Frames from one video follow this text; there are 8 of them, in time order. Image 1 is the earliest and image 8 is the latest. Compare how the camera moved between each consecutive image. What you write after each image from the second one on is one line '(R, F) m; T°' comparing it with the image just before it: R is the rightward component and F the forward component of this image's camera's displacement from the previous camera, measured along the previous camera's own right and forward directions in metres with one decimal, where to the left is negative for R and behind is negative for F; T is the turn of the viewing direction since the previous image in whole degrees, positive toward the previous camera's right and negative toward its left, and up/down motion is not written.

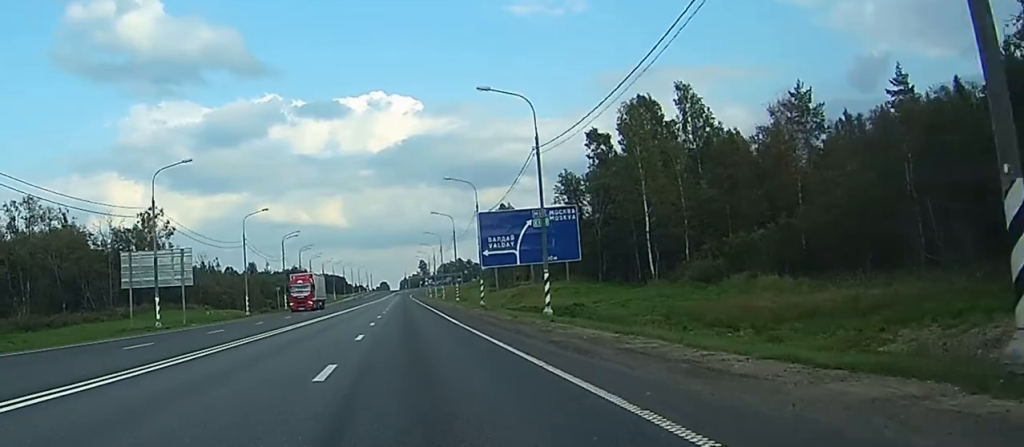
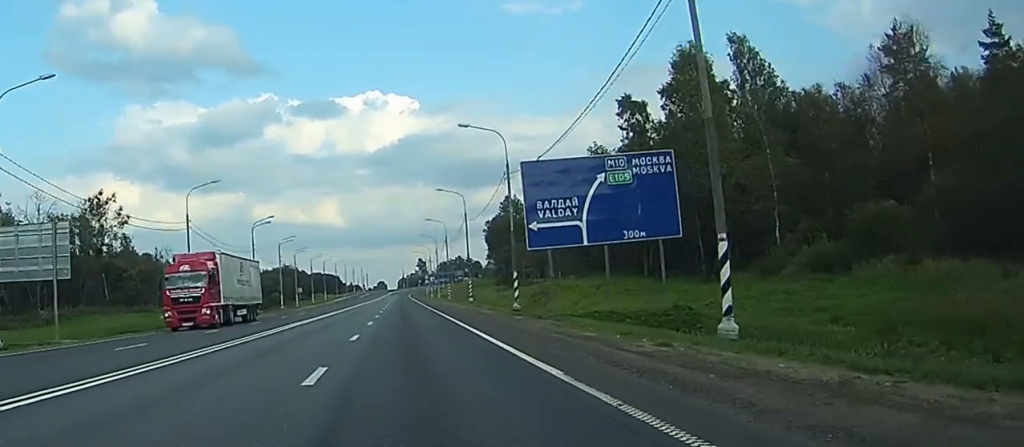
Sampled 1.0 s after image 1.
(0.0, +24.8) m; 0°
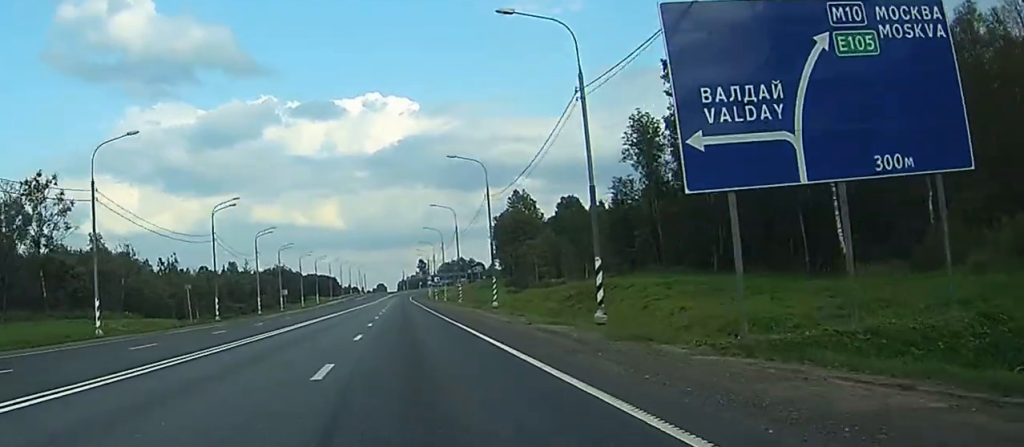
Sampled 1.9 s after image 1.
(0.0, +23.1) m; 0°
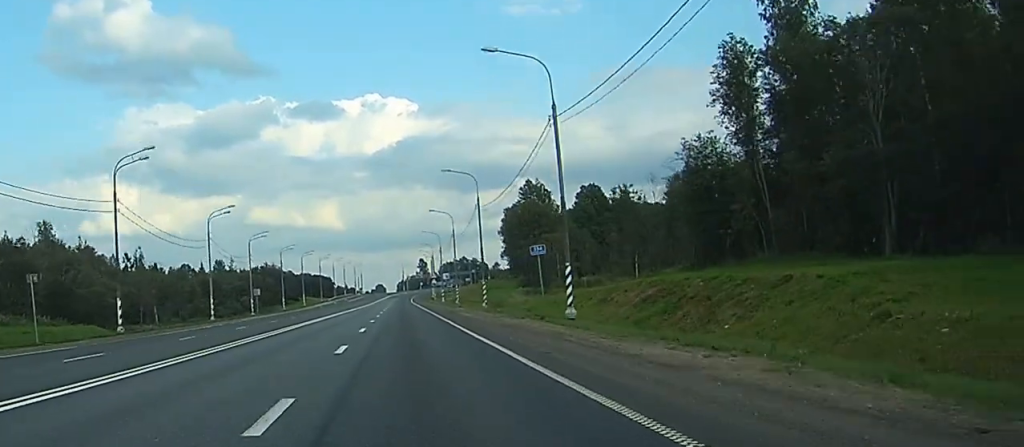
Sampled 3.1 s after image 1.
(-0.1, +29.5) m; 0°
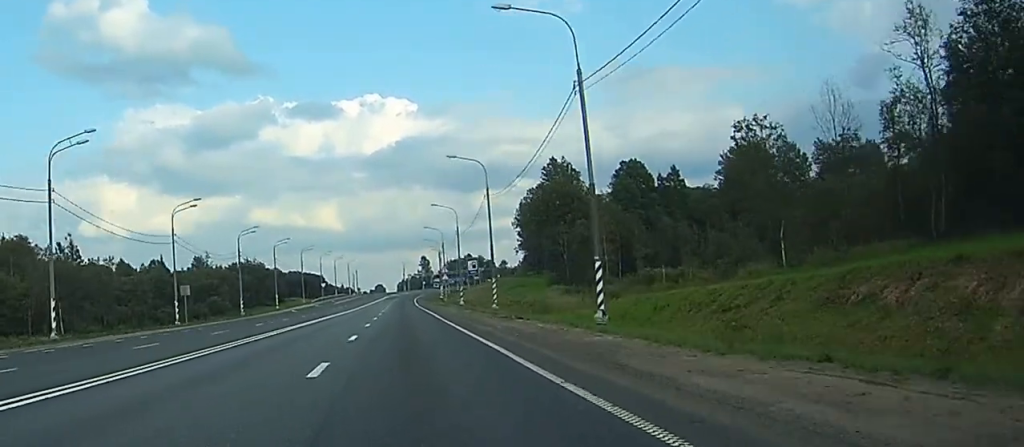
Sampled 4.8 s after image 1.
(+0.1, +41.8) m; 0°
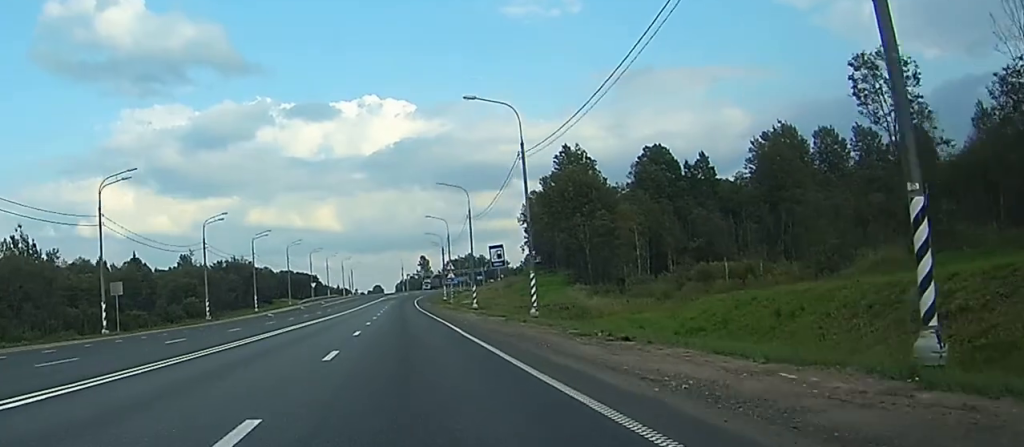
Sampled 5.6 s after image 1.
(0.0, +19.7) m; 0°
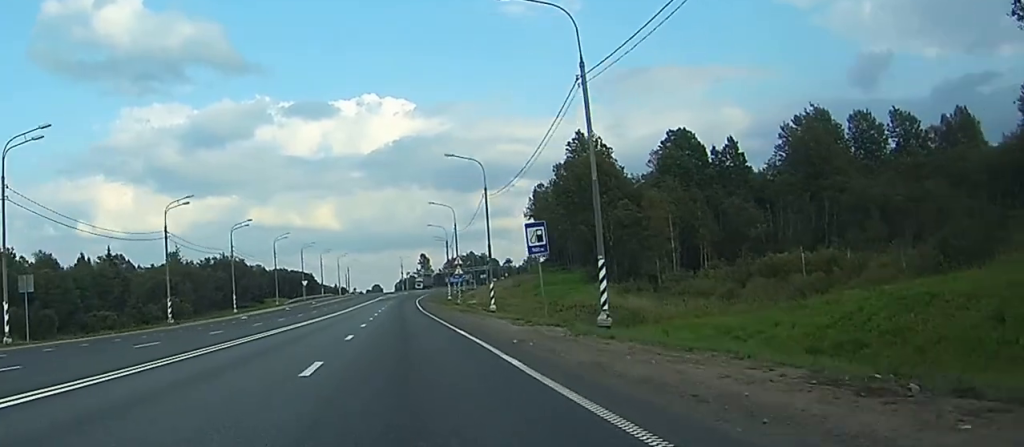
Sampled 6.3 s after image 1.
(0.0, +15.7) m; 0°
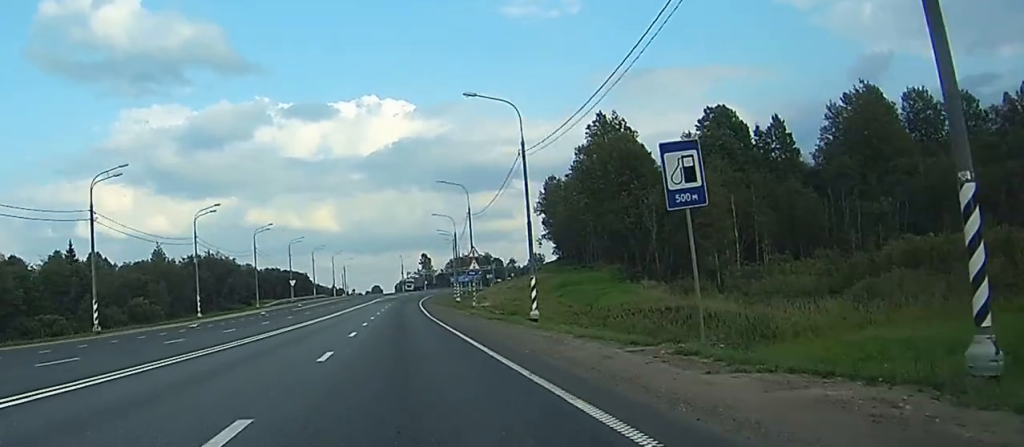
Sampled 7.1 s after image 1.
(-0.1, +19.9) m; 0°
